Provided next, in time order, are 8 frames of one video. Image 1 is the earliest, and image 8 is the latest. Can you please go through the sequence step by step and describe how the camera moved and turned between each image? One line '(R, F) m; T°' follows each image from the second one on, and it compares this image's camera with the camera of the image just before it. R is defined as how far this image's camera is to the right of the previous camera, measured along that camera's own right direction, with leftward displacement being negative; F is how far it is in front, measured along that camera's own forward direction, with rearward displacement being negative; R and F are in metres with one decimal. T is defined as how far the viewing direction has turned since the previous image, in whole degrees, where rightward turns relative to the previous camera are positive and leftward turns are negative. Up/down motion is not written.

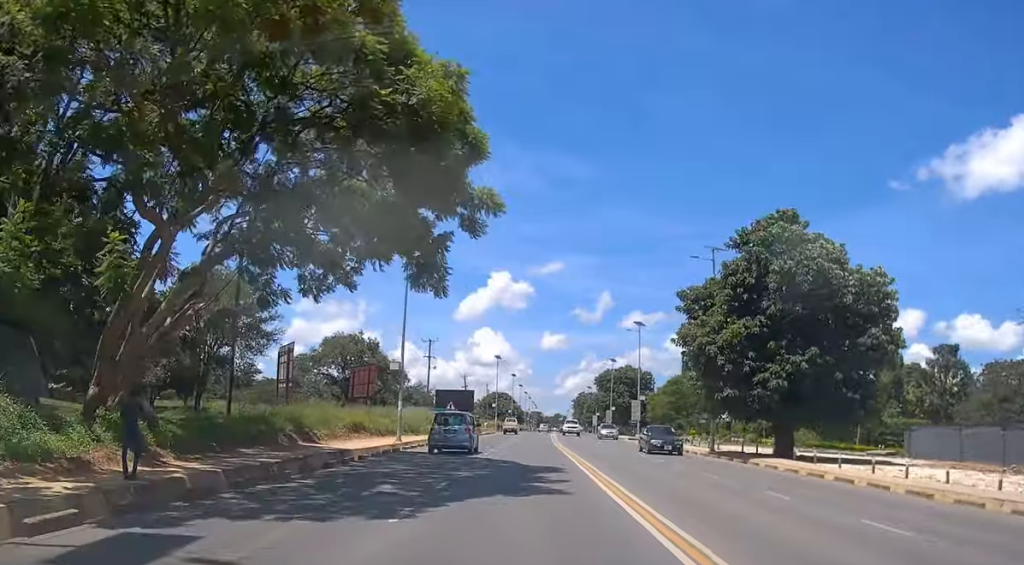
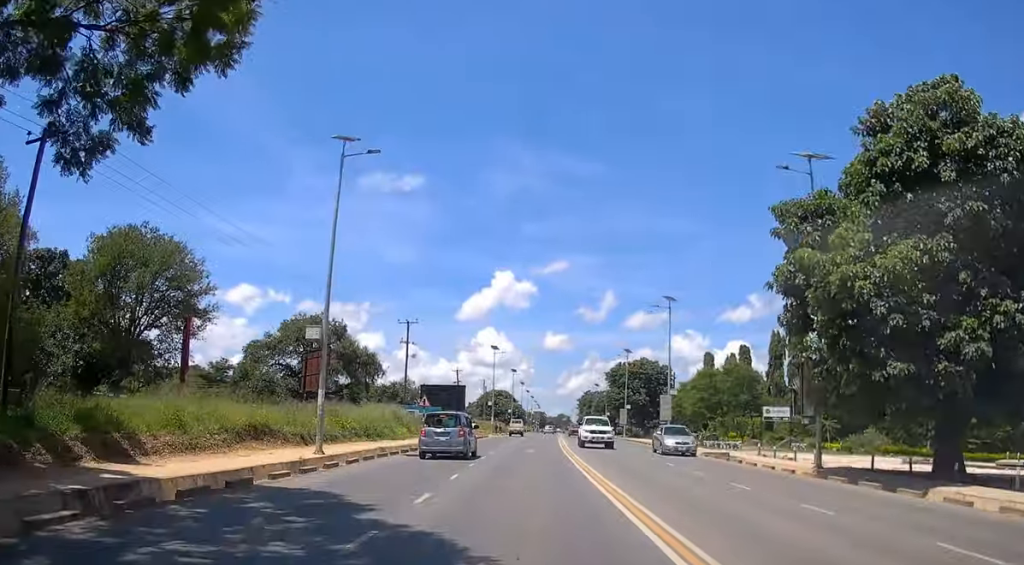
(-0.1, +15.7) m; 0°
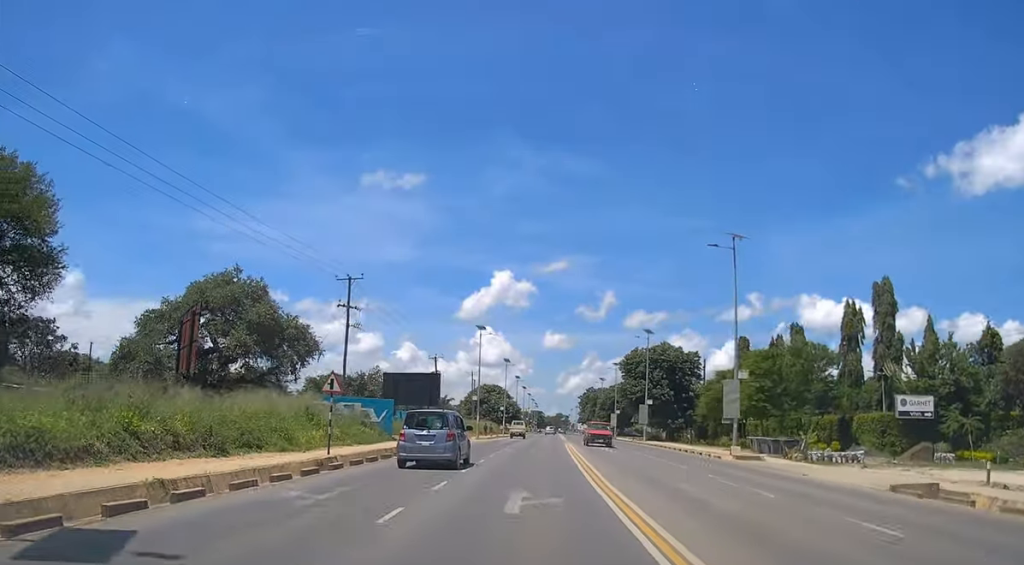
(+0.1, +20.3) m; 0°
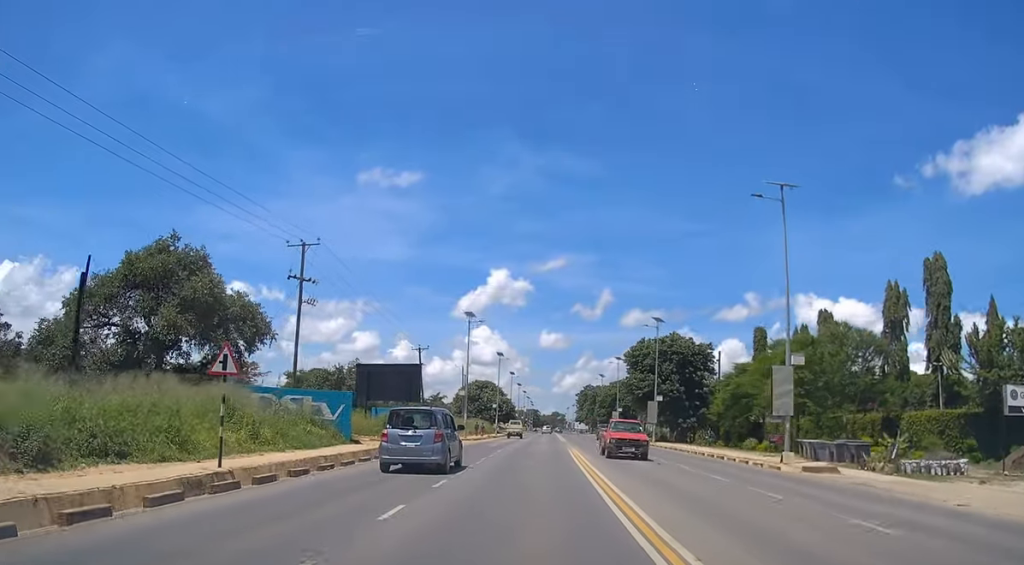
(0.0, +8.7) m; 0°
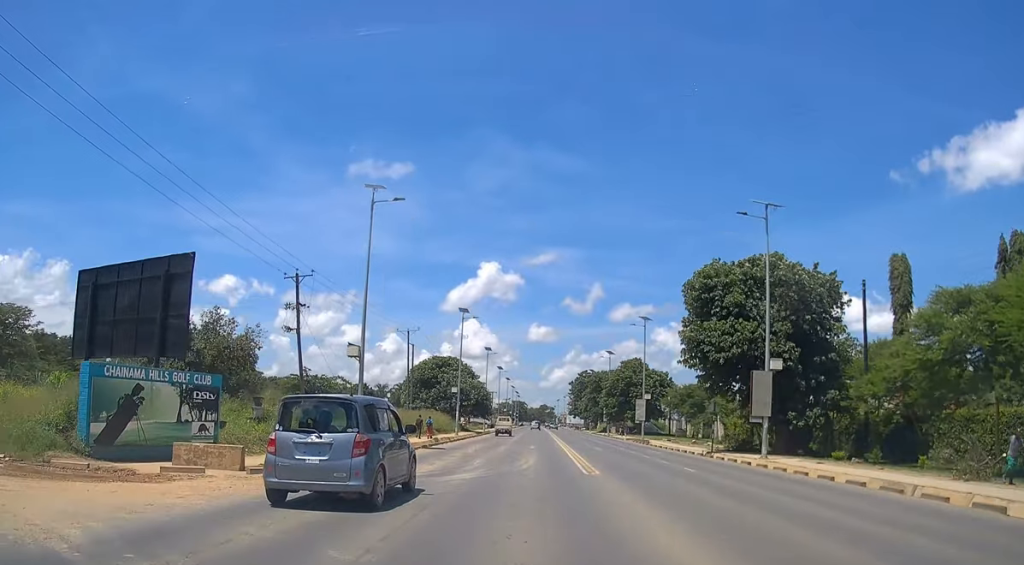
(+0.2, +37.0) m; +1°
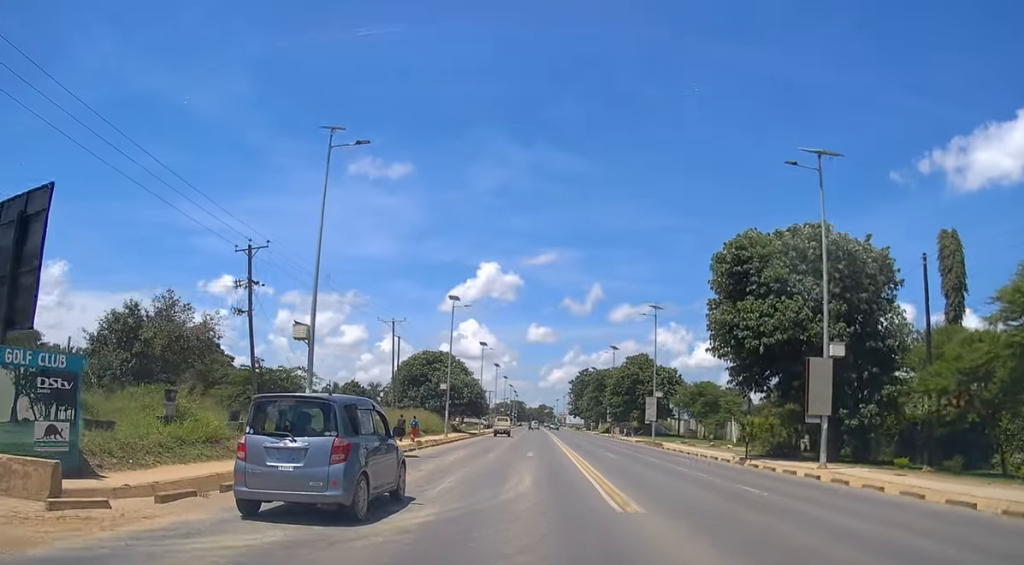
(+0.2, +7.1) m; 0°
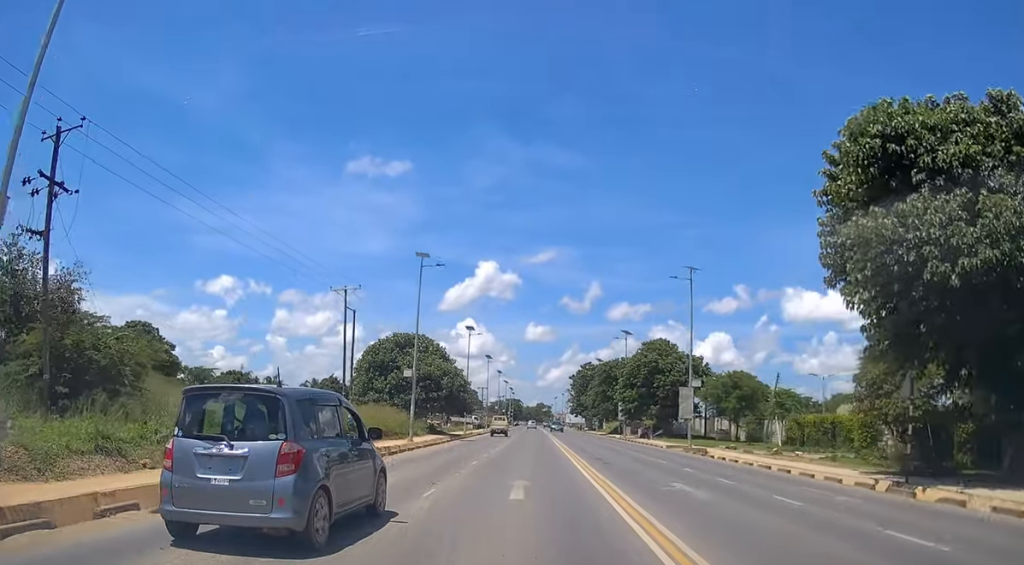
(0.0, +15.9) m; 0°
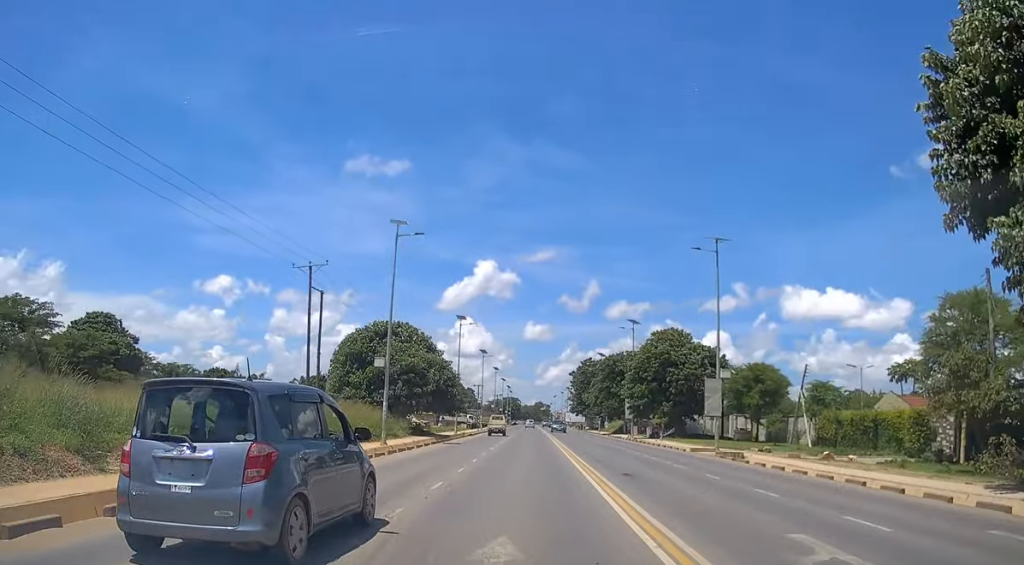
(-0.2, +7.6) m; 0°
